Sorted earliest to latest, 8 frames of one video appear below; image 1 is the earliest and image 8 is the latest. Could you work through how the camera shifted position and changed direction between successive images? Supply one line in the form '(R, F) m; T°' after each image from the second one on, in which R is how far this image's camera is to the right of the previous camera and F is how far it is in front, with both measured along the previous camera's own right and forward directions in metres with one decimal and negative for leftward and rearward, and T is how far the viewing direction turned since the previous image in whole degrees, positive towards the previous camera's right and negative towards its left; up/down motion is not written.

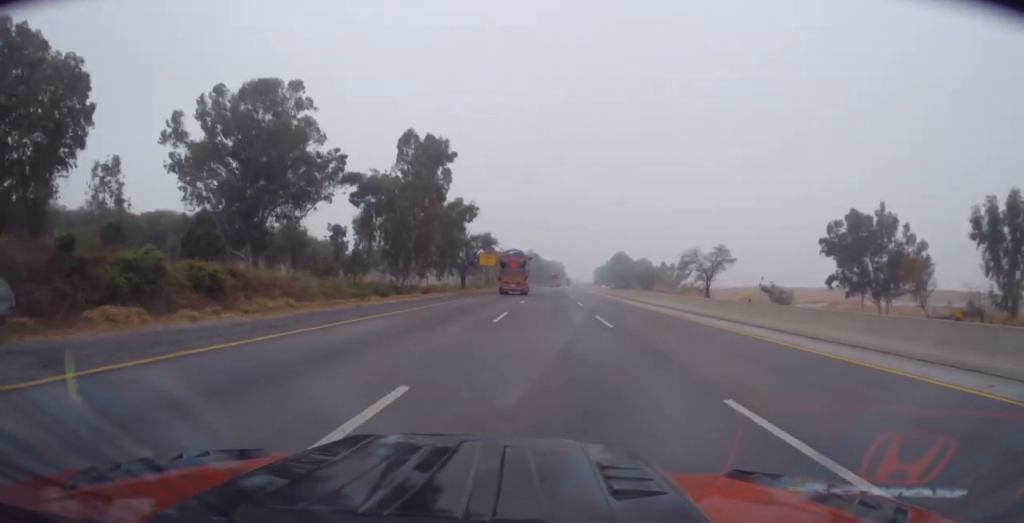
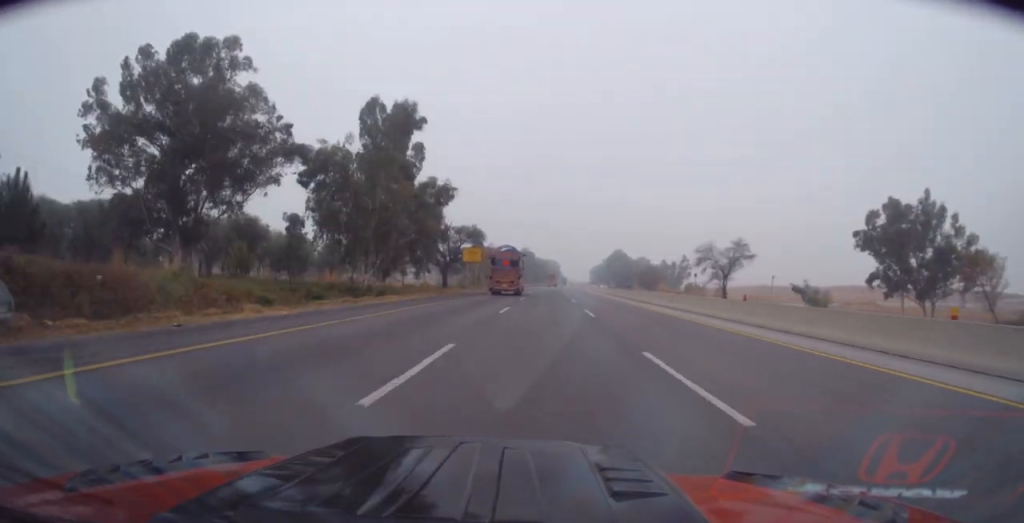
(+0.2, +13.2) m; 0°
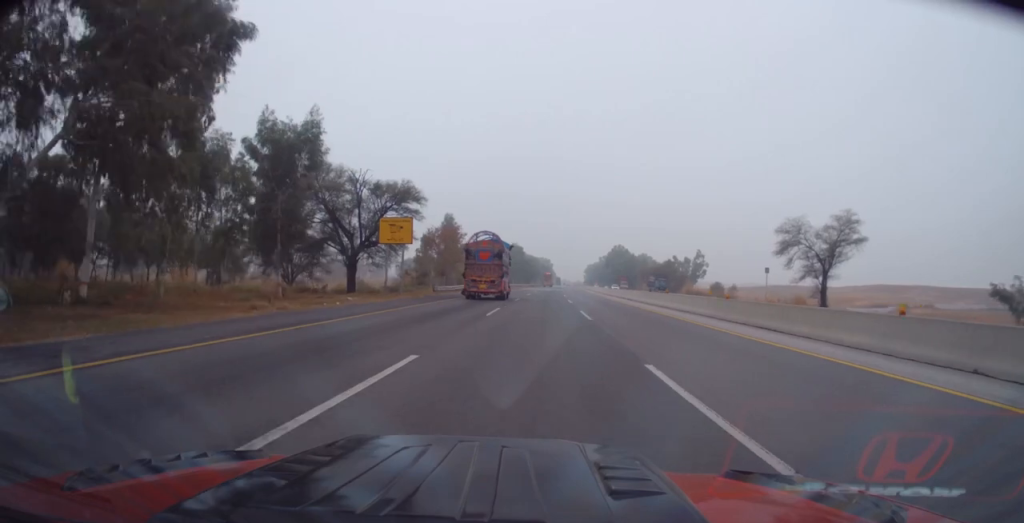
(+0.3, +38.0) m; +1°
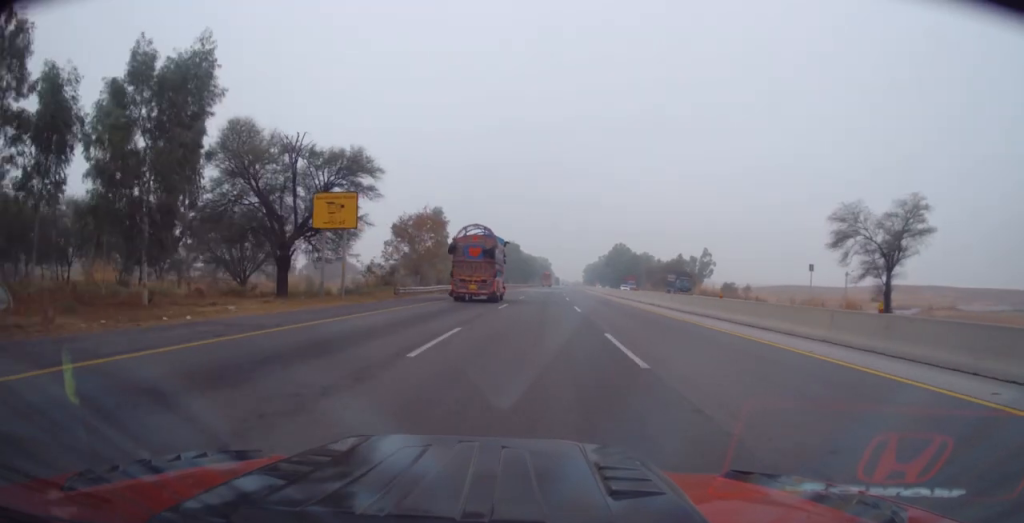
(+0.1, +12.3) m; 0°
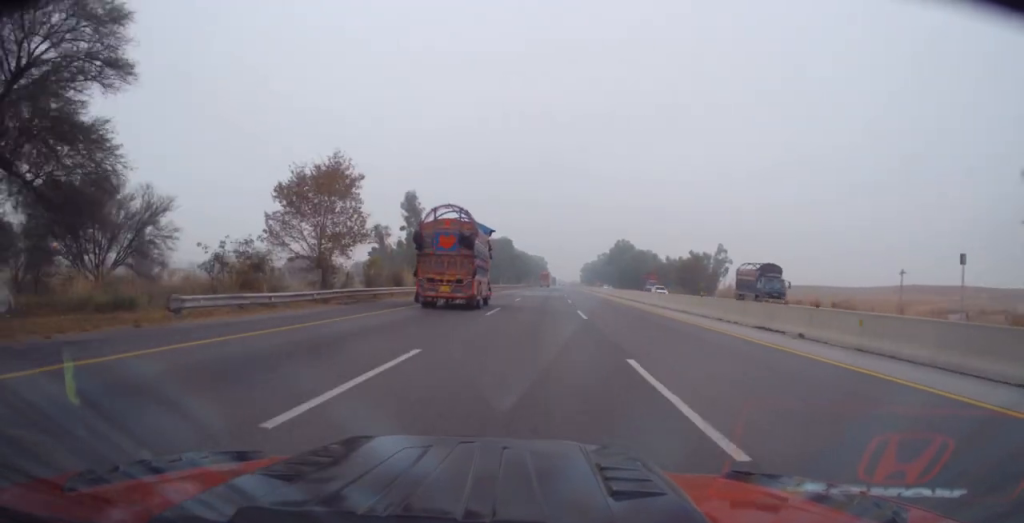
(+0.1, +22.9) m; 0°
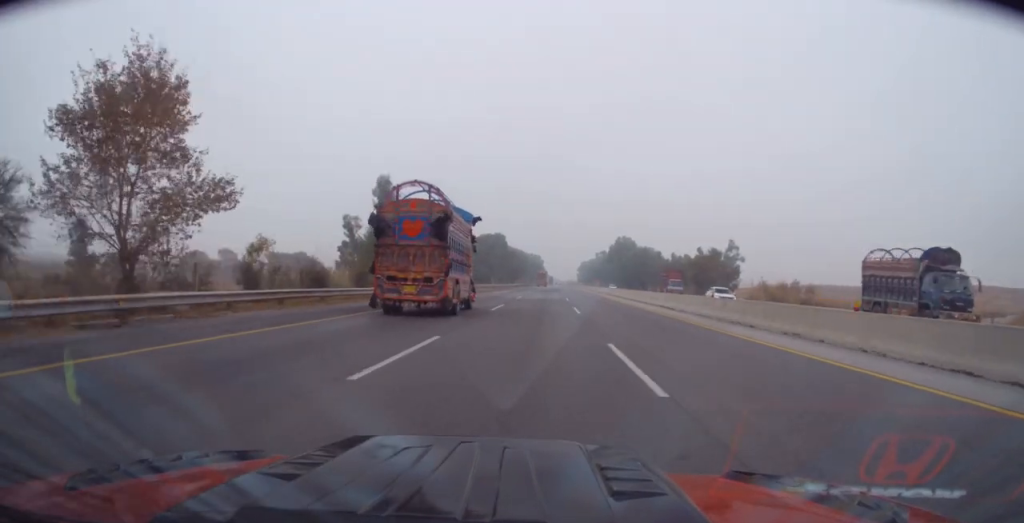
(0.0, +15.5) m; 0°
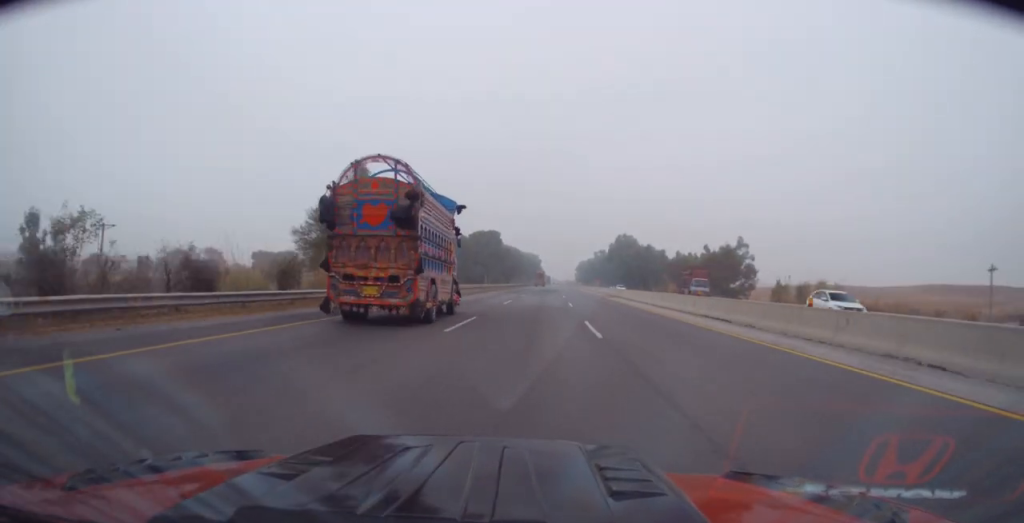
(0.0, +10.6) m; 0°
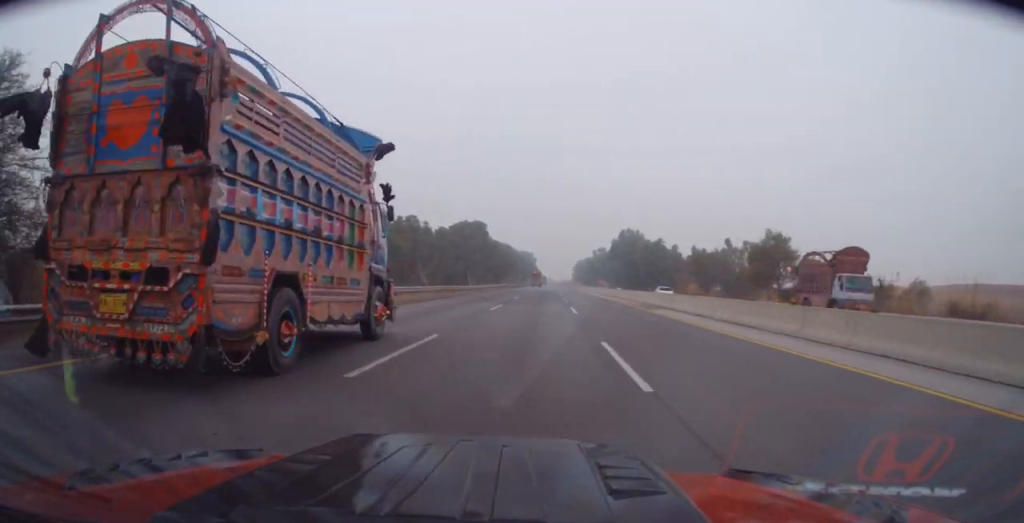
(+0.2, +25.2) m; +1°
